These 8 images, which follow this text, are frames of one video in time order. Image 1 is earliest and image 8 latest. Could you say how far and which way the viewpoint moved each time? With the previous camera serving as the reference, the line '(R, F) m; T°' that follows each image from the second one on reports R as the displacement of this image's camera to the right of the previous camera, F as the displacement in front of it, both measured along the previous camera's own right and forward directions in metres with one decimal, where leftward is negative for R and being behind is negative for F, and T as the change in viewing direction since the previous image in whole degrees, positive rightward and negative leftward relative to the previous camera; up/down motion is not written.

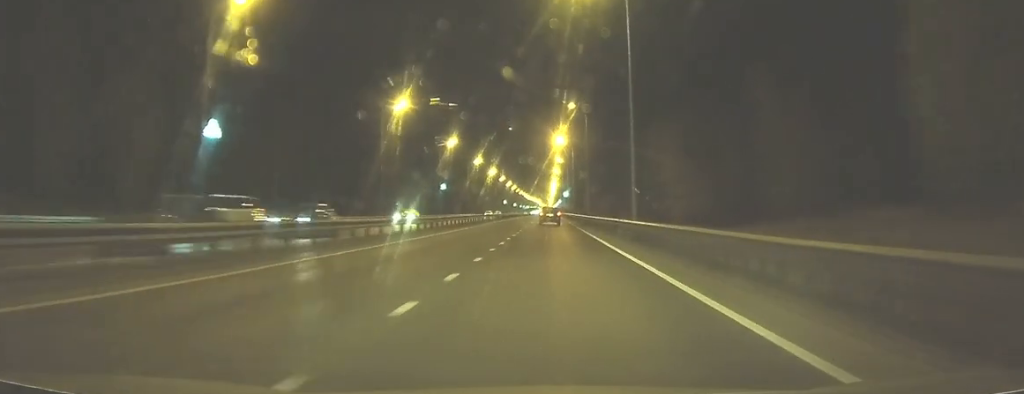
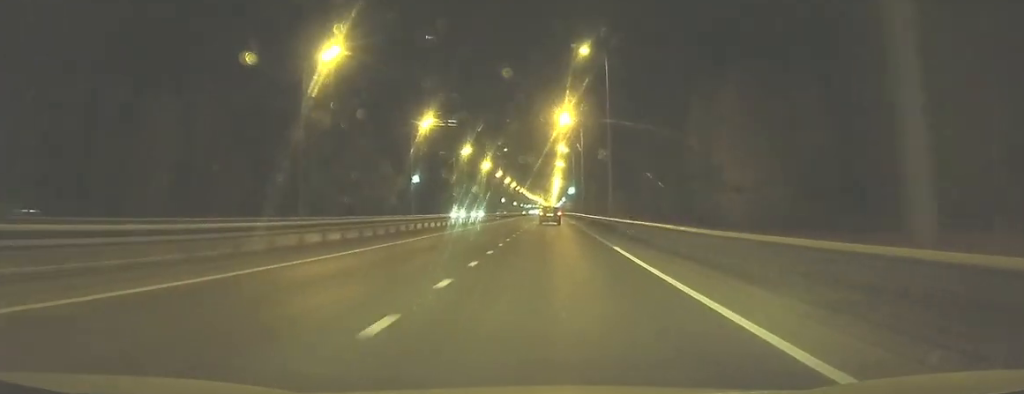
(-0.2, +25.1) m; 0°
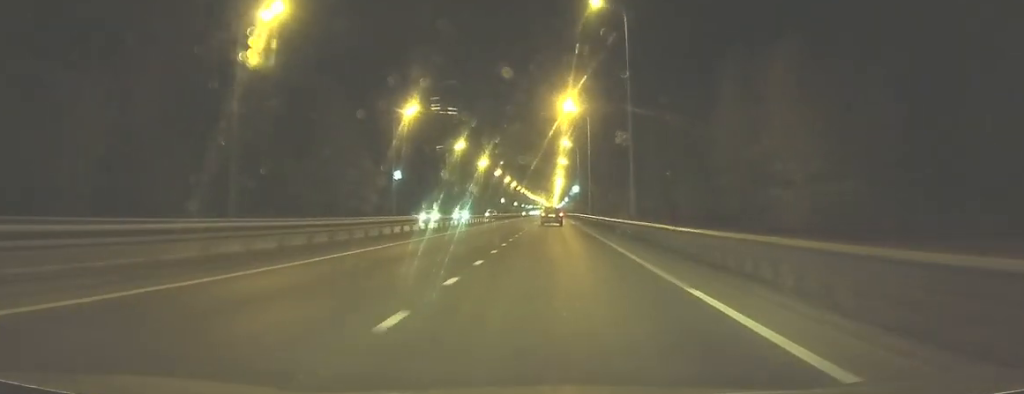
(+0.1, +11.6) m; 0°
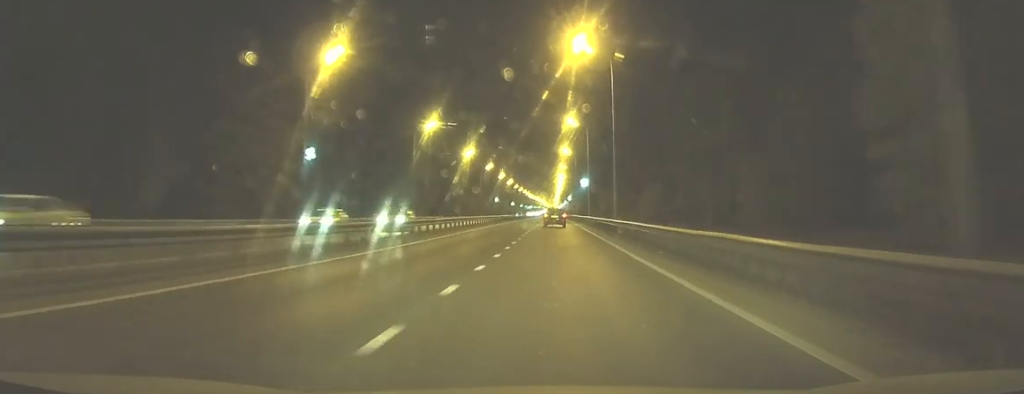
(0.0, +28.9) m; 0°
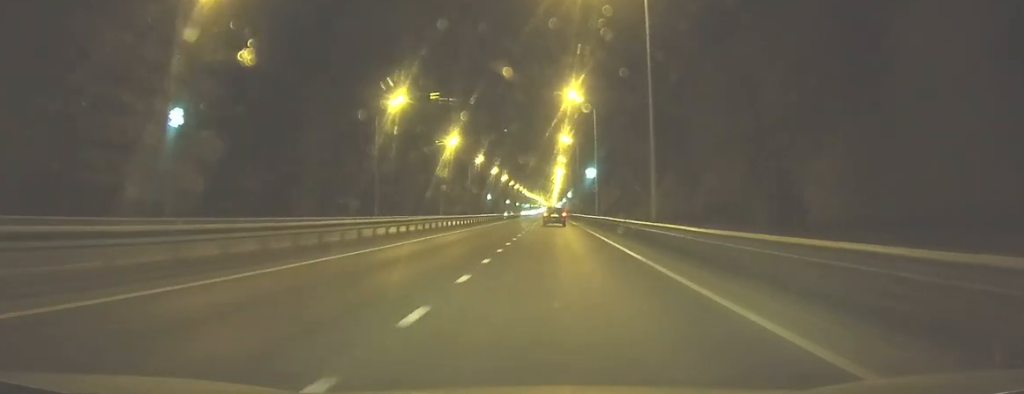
(0.0, +18.6) m; 0°
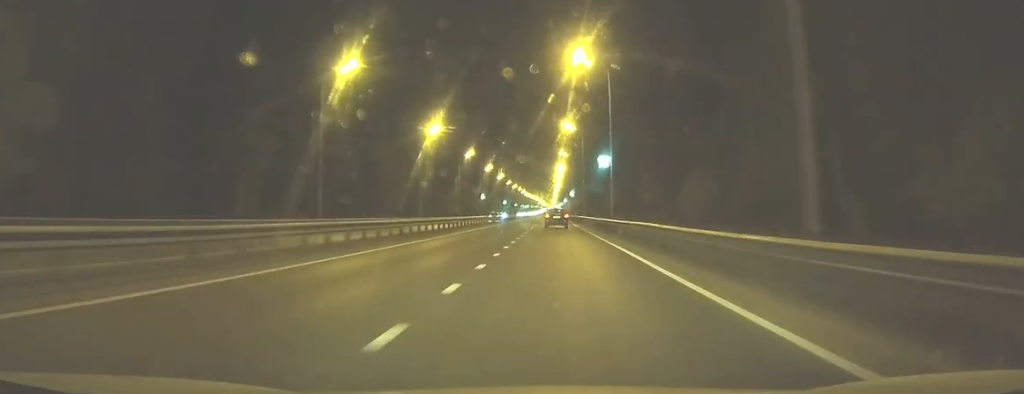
(0.0, +17.3) m; 0°
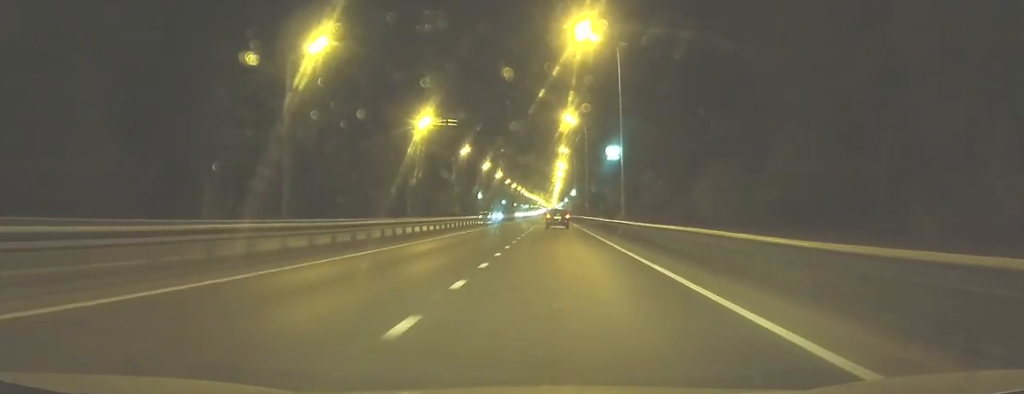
(0.0, +7.4) m; 0°
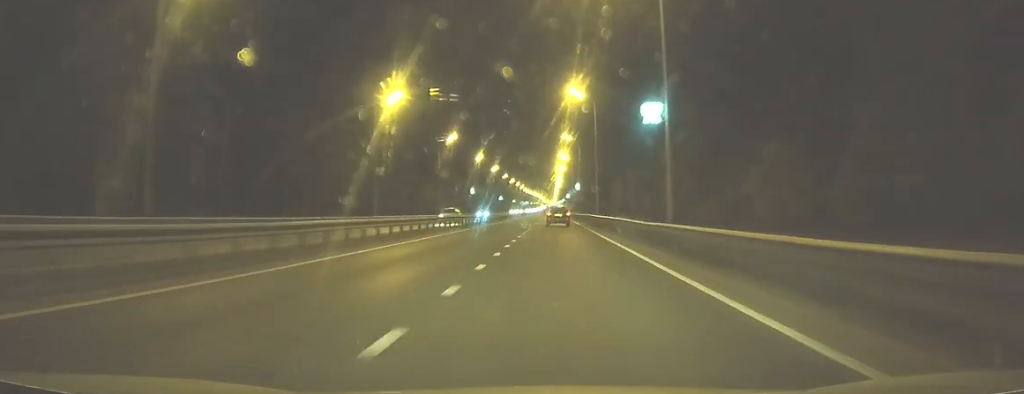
(0.0, +16.8) m; 0°
